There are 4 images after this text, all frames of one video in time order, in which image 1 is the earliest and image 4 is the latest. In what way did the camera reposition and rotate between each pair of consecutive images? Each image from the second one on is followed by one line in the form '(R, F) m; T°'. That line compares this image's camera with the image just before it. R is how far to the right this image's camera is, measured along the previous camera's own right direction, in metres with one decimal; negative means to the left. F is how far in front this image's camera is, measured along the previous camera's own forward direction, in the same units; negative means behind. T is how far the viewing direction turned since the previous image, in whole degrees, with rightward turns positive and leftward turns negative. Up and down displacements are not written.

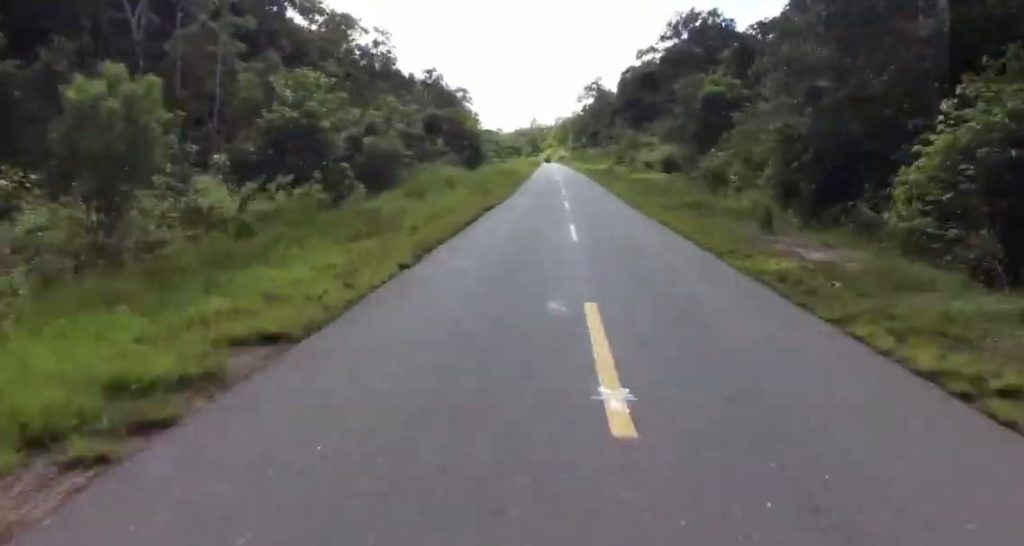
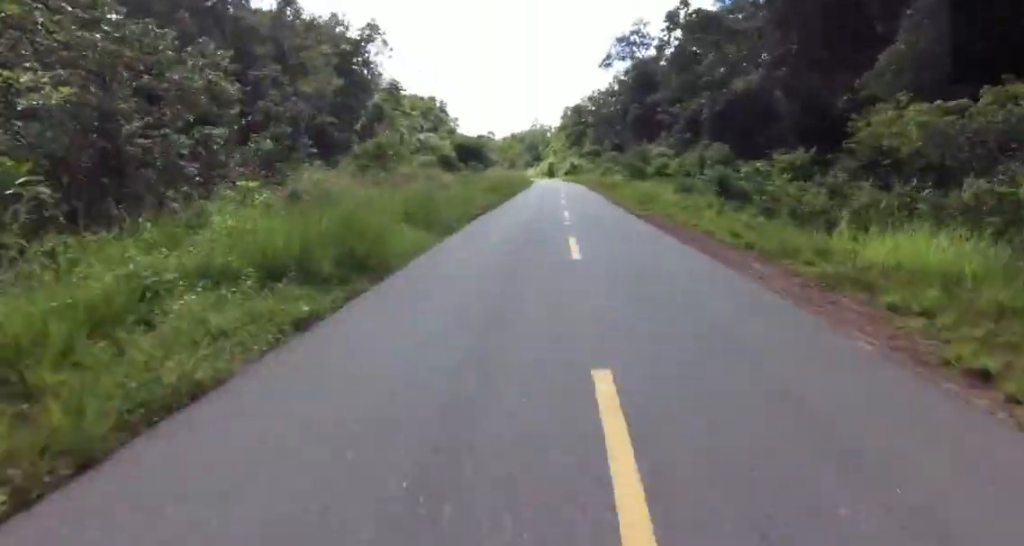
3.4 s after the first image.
(-1.0, +88.5) m; -2°
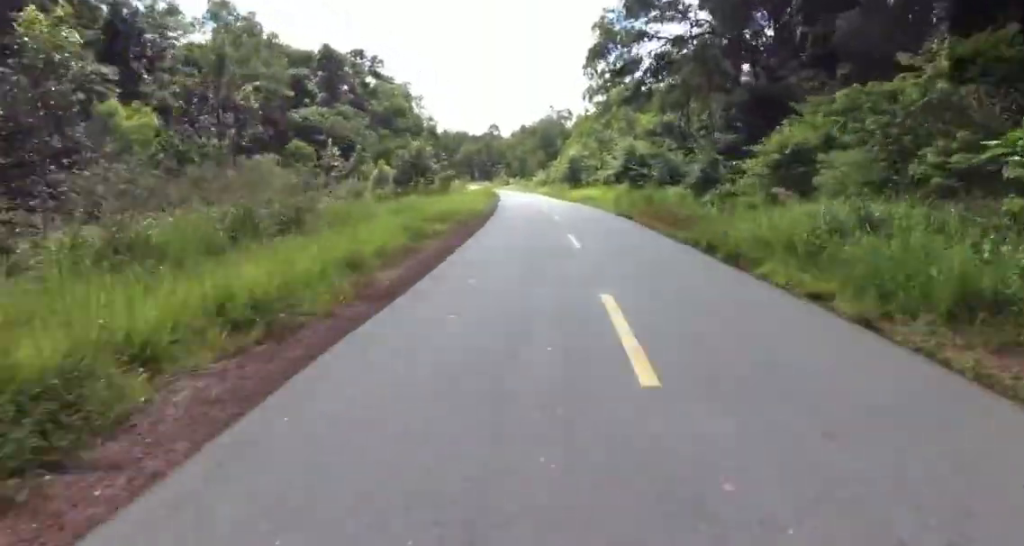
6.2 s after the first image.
(-2.3, +74.1) m; -2°
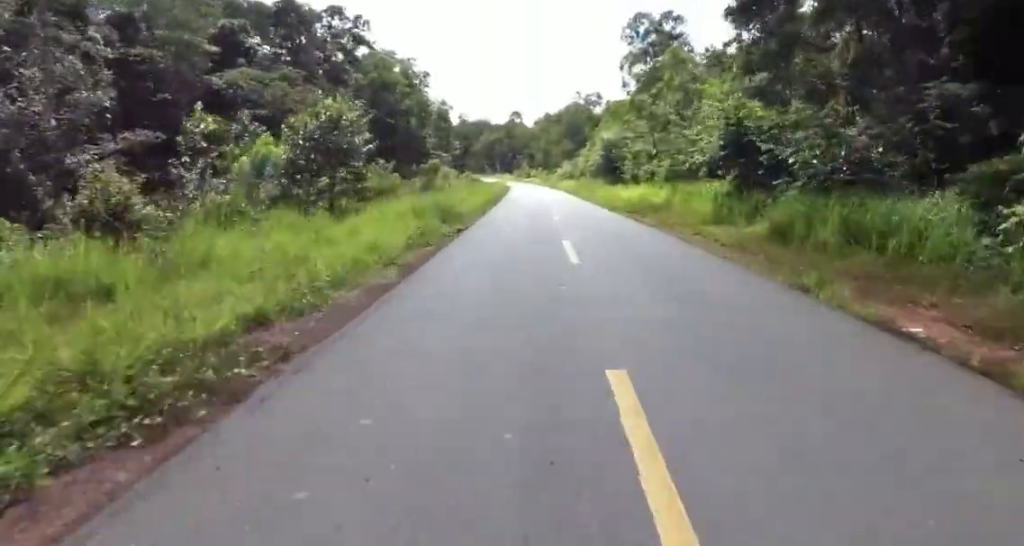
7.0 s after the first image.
(-0.5, +19.5) m; 0°
